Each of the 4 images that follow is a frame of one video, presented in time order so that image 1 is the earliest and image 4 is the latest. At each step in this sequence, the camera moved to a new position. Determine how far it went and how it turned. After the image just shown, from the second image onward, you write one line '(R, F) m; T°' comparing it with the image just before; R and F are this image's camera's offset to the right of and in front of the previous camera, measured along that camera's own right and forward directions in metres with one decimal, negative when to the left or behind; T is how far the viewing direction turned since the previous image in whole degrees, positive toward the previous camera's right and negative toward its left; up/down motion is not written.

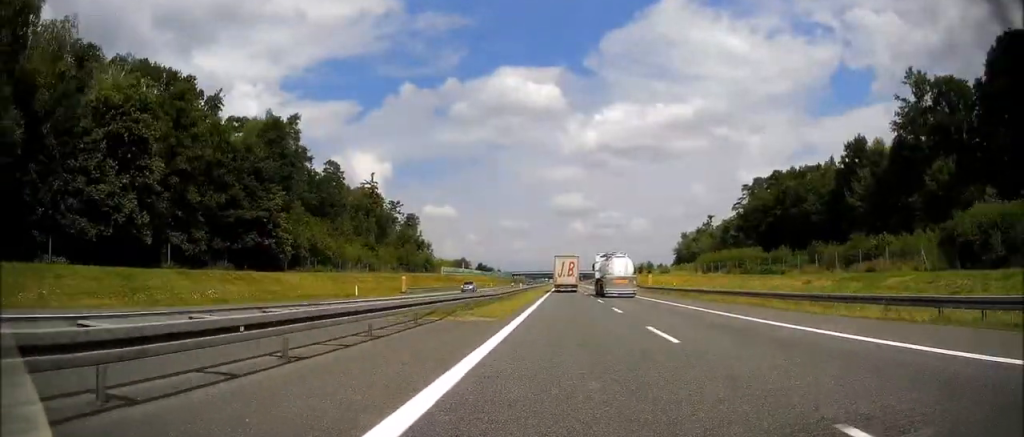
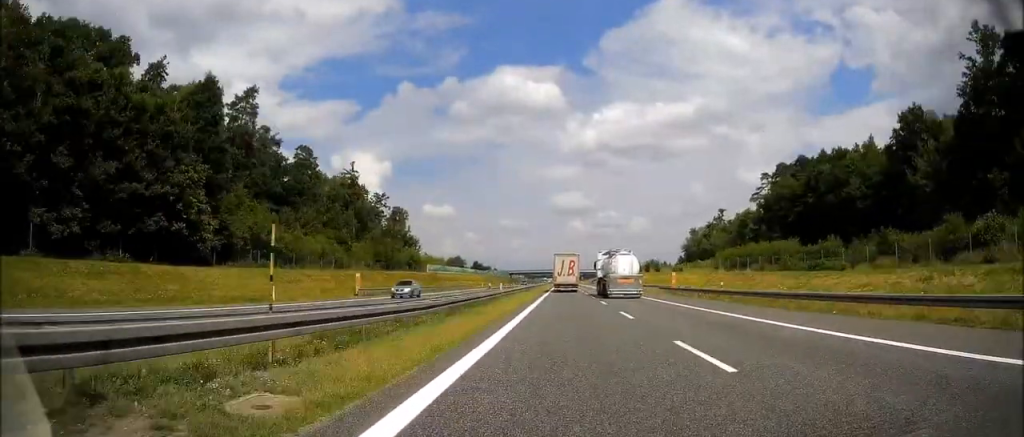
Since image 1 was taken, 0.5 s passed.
(0.0, +16.0) m; 0°
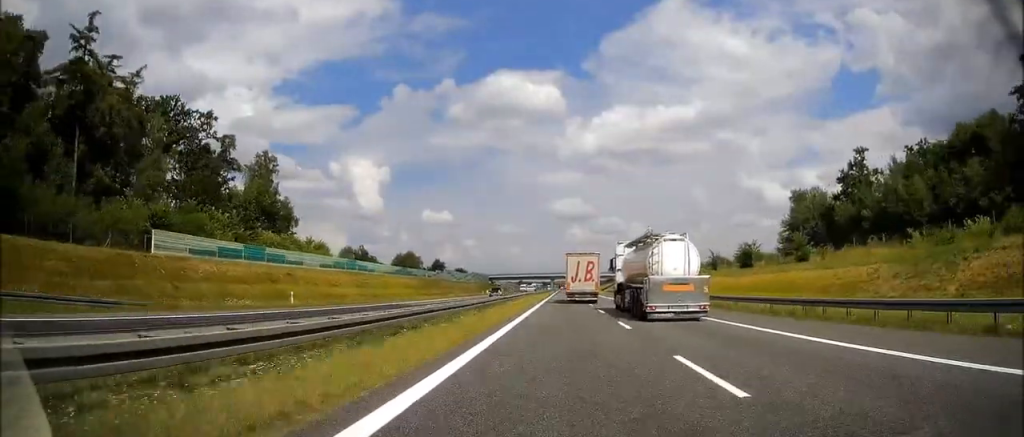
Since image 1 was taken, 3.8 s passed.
(+0.4, +79.9) m; 0°
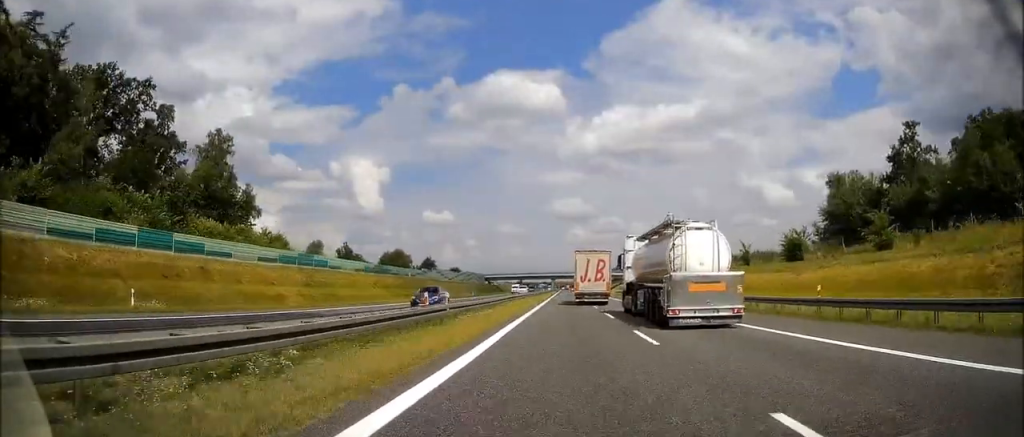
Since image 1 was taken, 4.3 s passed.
(0.0, +12.2) m; 0°
